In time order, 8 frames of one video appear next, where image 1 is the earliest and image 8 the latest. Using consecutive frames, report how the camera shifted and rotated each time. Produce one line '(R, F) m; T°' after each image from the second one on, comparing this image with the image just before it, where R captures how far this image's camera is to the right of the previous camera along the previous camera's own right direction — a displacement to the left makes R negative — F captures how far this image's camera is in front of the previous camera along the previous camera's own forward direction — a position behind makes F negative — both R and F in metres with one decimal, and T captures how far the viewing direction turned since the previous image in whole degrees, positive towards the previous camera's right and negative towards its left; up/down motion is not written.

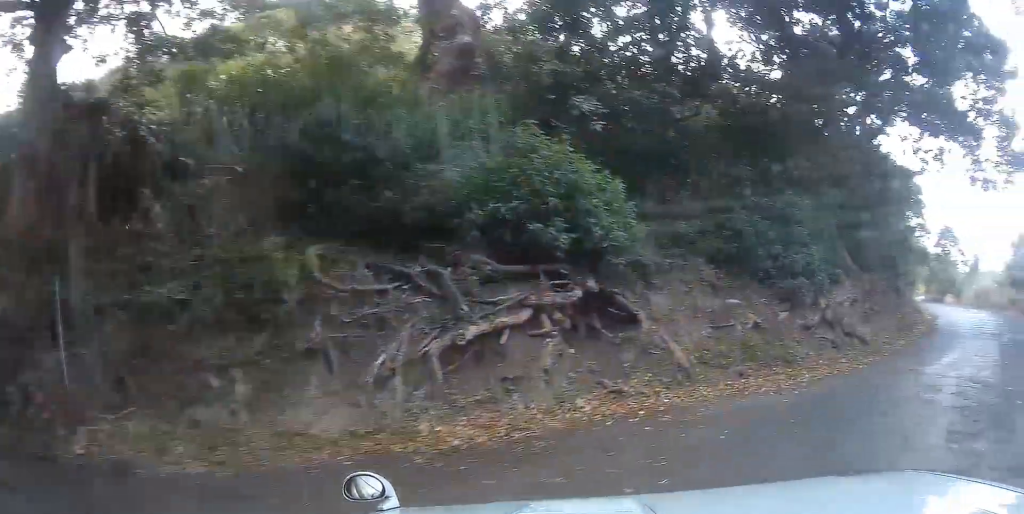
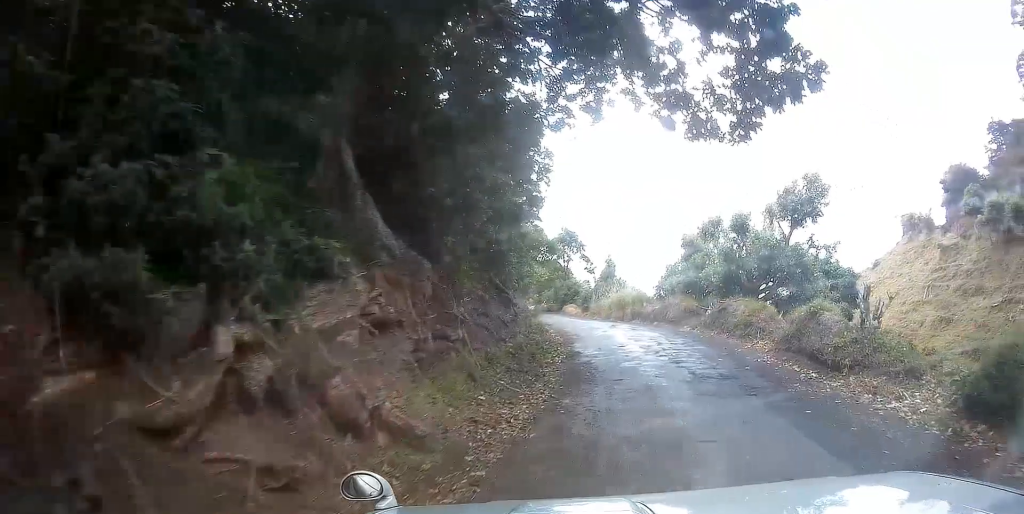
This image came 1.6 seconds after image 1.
(+2.2, +9.3) m; +18°
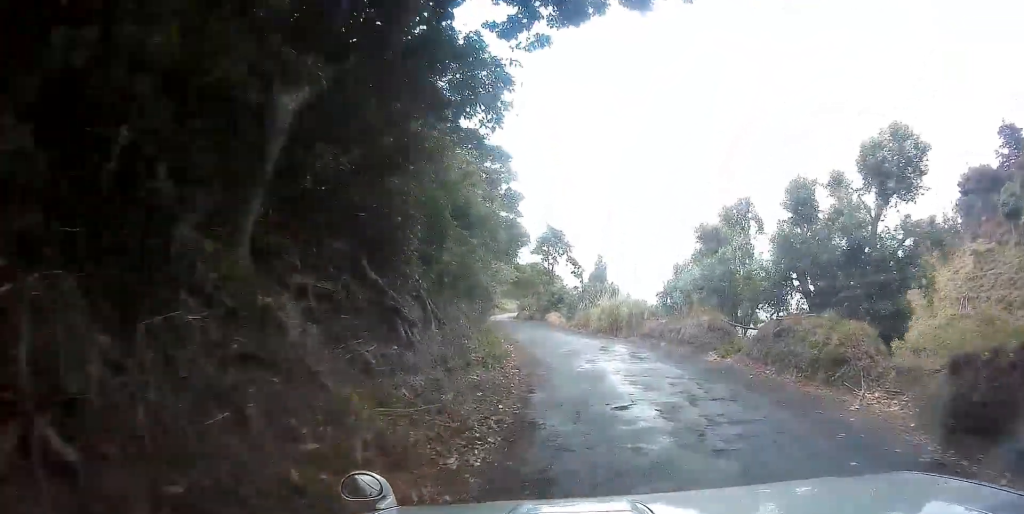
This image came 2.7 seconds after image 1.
(+0.3, +7.9) m; -3°
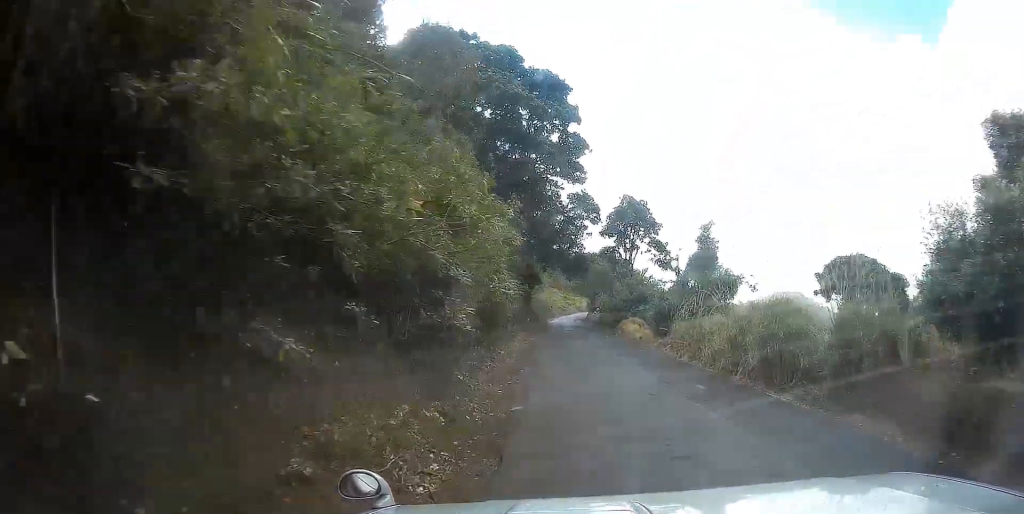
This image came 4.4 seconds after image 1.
(-1.4, +15.6) m; -8°
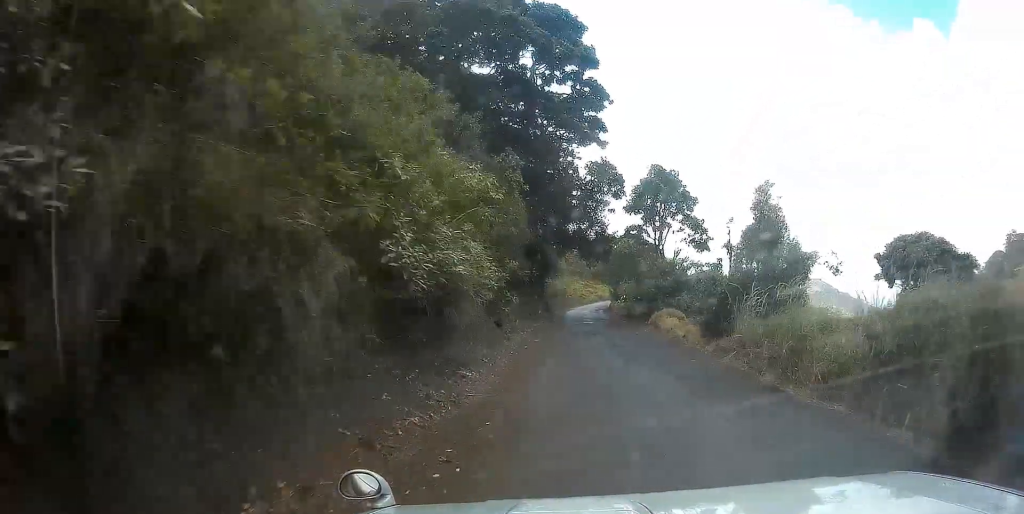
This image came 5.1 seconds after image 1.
(-0.2, +6.7) m; -1°
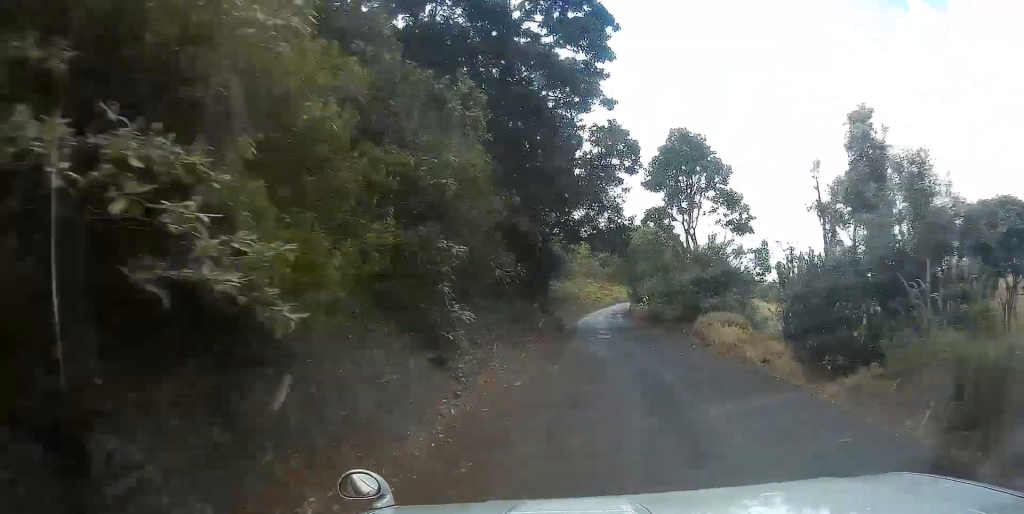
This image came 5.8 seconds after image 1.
(-0.1, +7.5) m; 0°
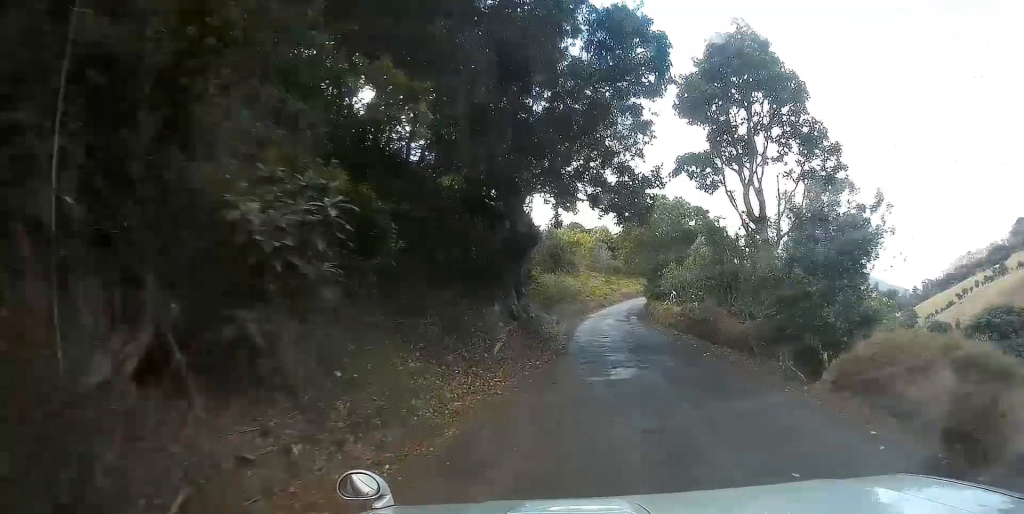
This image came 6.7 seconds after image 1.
(0.0, +11.4) m; 0°
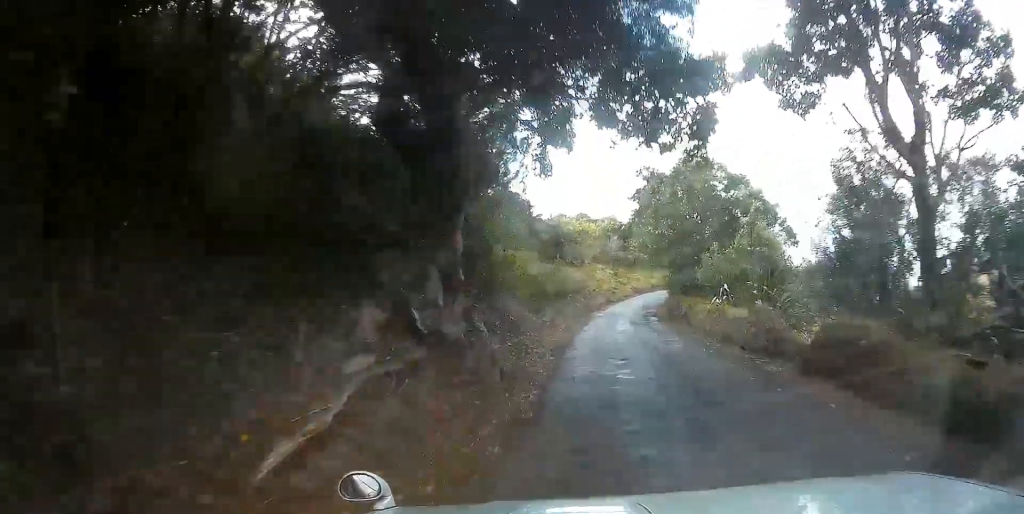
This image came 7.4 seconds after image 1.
(+0.1, +8.9) m; -1°
